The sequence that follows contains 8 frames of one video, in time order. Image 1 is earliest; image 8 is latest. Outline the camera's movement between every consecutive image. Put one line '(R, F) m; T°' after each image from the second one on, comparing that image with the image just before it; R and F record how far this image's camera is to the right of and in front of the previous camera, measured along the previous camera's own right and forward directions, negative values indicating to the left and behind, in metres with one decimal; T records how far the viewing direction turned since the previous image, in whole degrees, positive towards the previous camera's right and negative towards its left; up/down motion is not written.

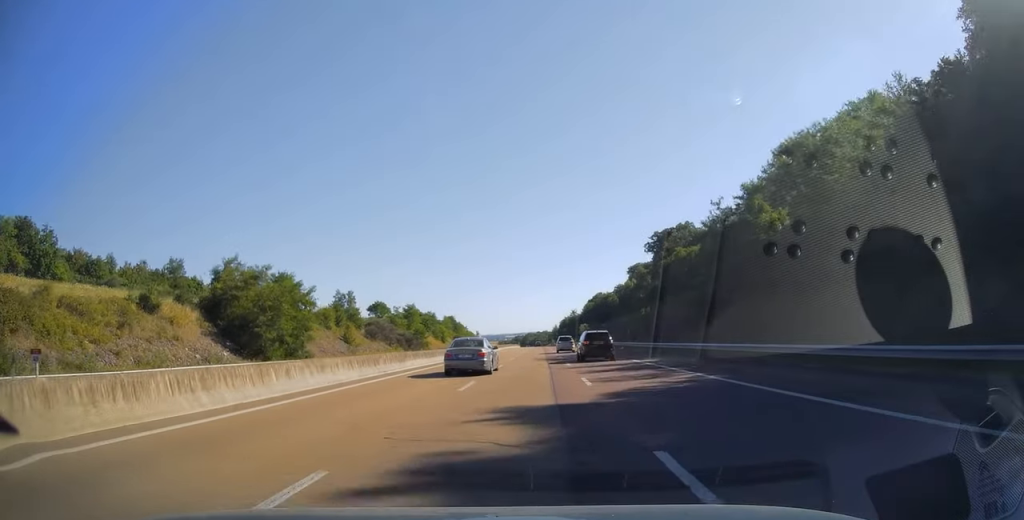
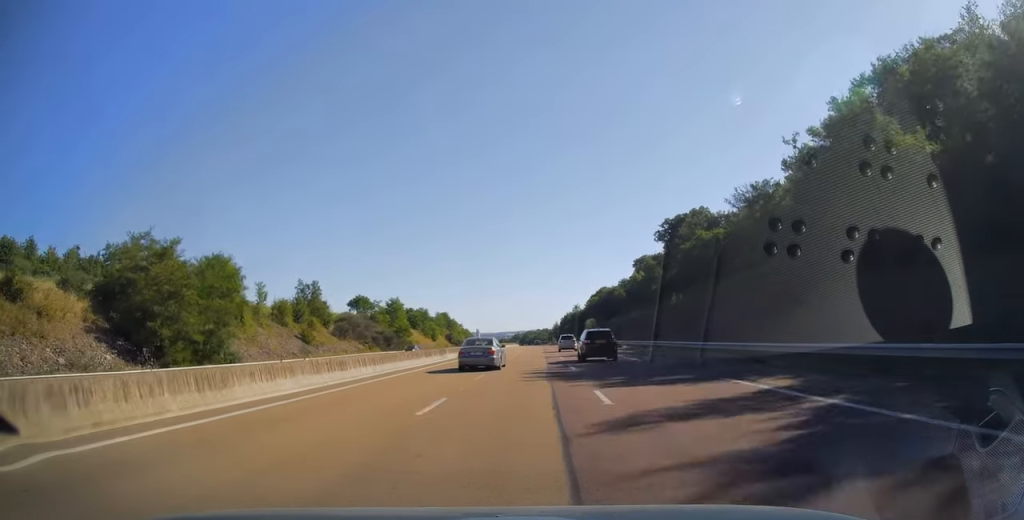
(-0.1, +18.1) m; 0°
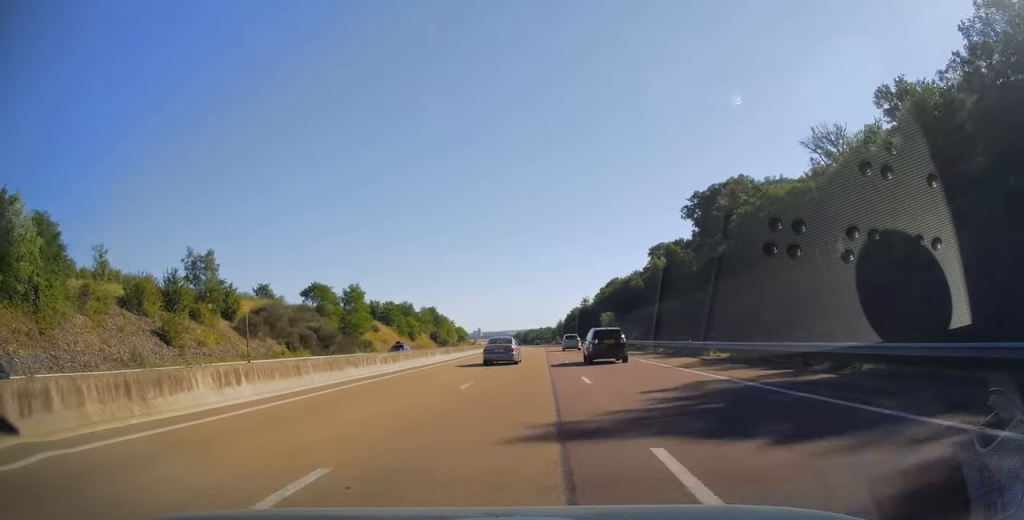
(0.0, +33.7) m; 0°
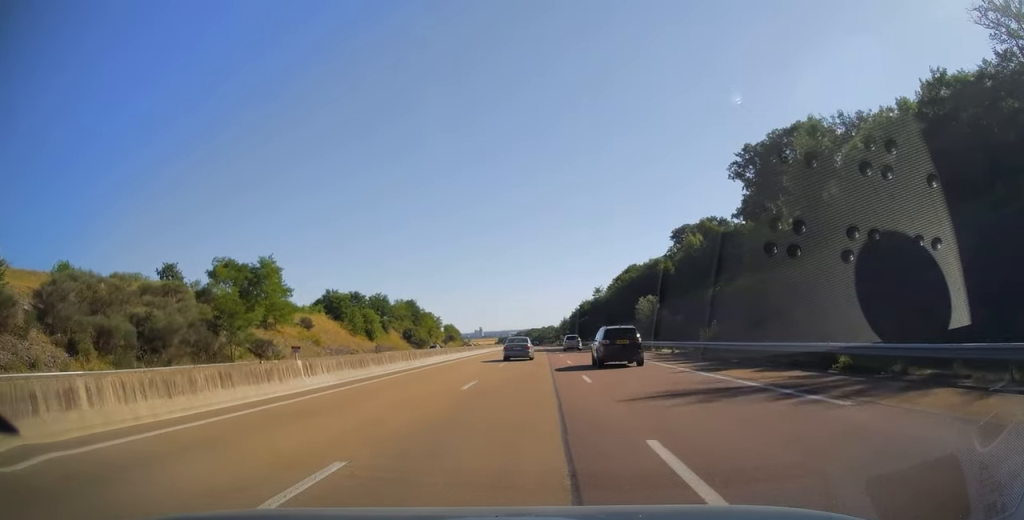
(0.0, +38.4) m; 0°
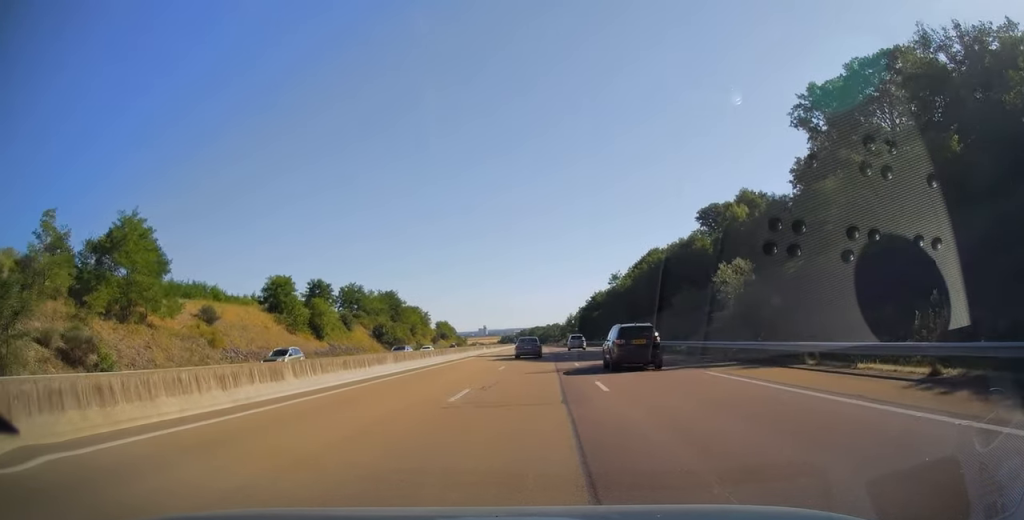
(0.0, +29.0) m; 0°
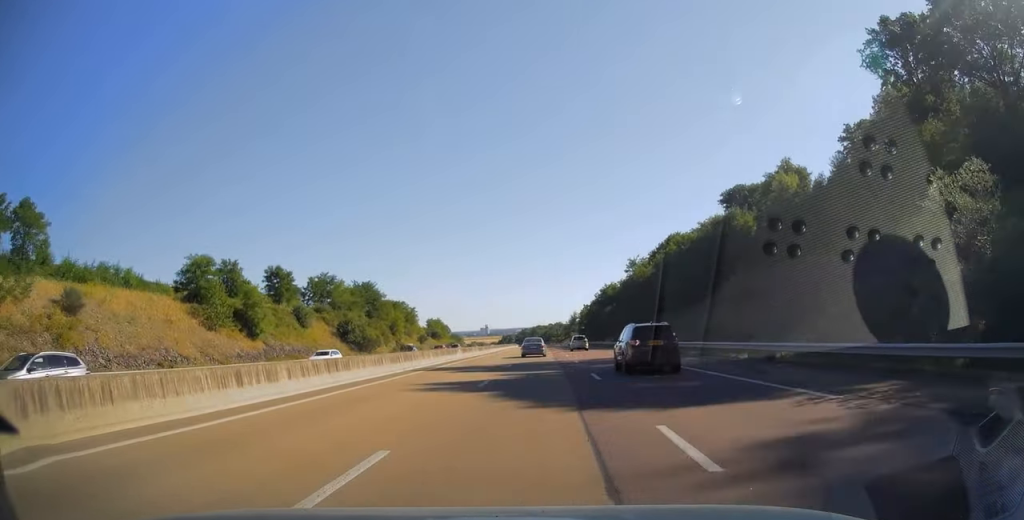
(0.0, +21.8) m; 0°
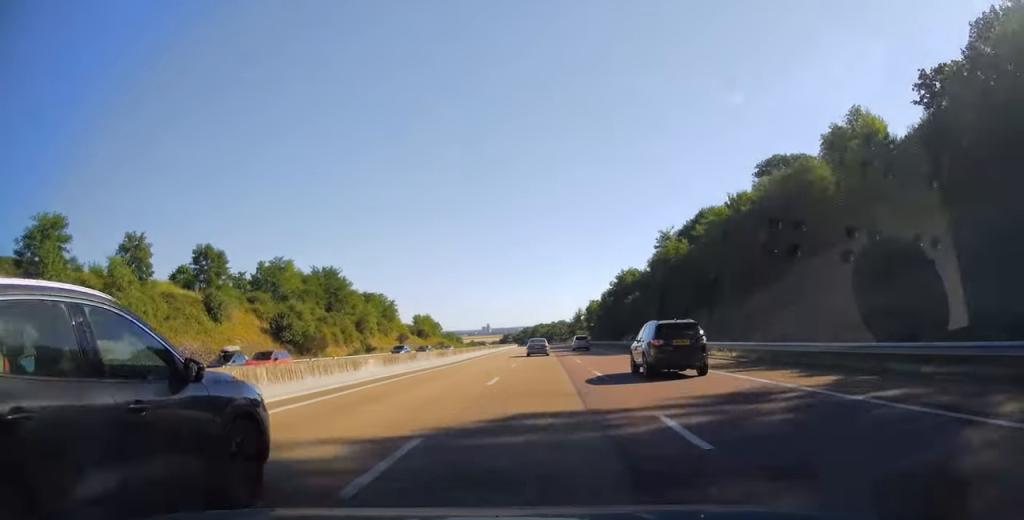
(-0.1, +24.9) m; 0°
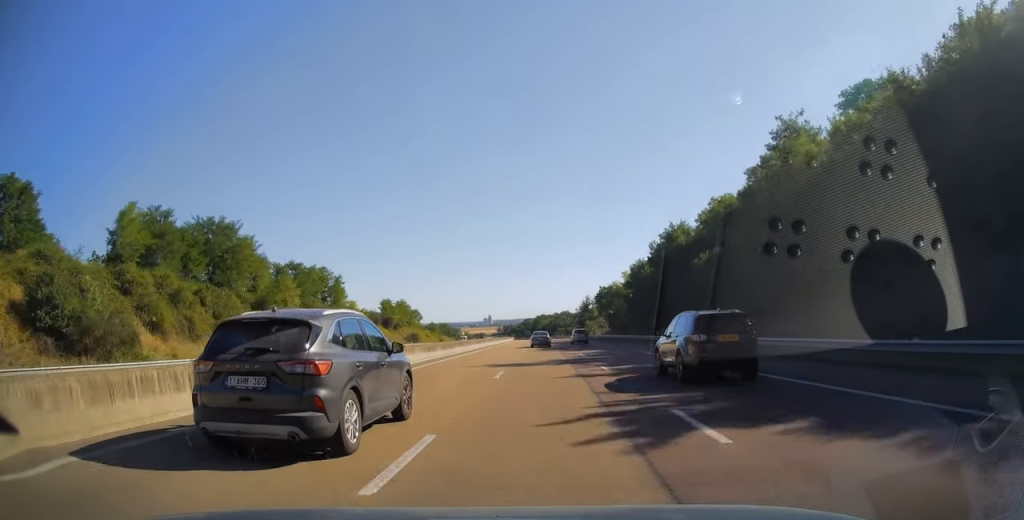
(-0.1, +38.9) m; 0°
